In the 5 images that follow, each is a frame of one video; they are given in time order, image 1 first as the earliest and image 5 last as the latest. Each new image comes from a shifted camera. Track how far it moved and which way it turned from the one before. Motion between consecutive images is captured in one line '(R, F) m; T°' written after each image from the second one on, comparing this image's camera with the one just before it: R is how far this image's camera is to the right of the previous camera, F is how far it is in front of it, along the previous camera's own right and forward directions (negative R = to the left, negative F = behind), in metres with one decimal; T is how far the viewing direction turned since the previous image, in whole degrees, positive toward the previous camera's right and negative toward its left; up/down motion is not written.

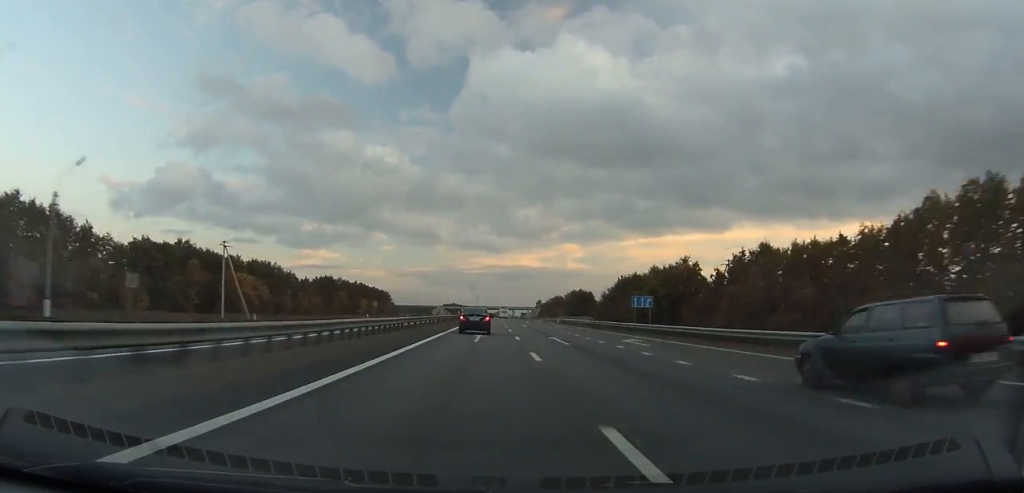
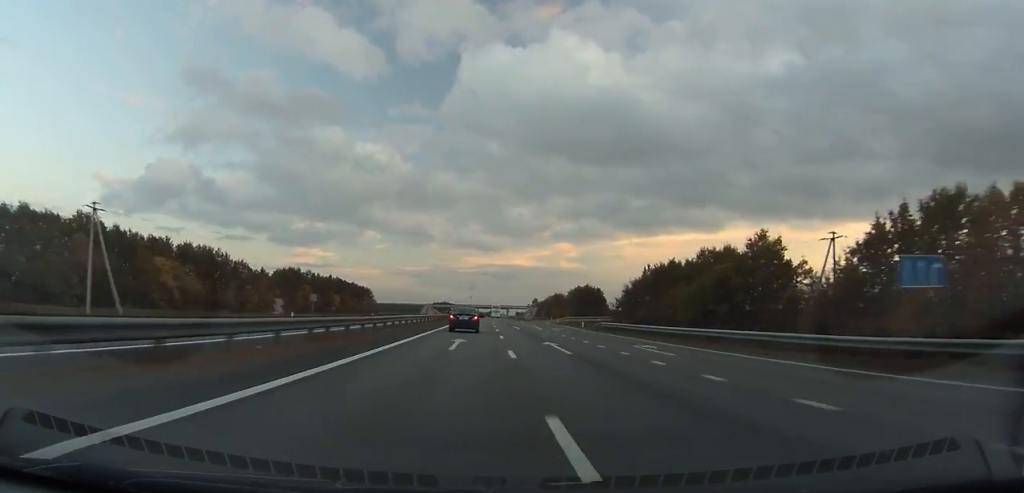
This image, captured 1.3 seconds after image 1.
(-0.1, +33.3) m; 0°
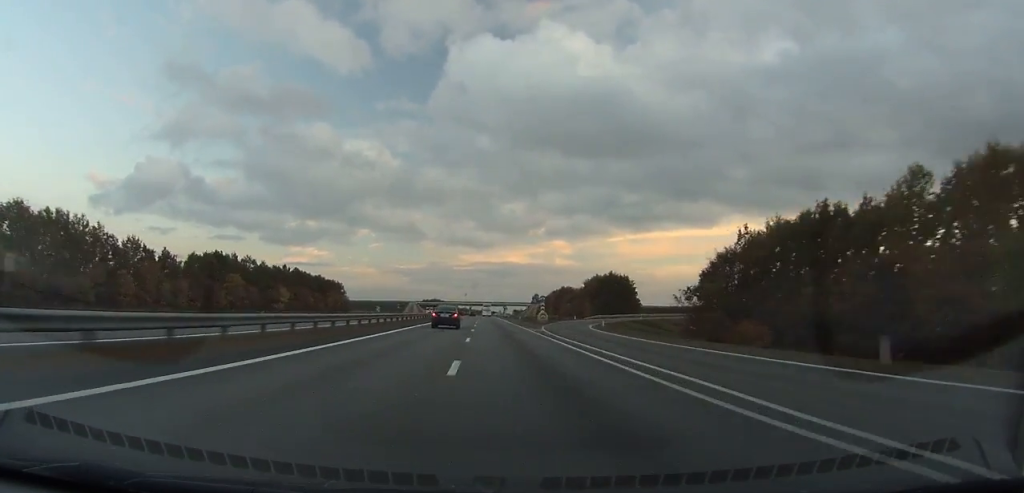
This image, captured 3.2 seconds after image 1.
(+0.7, +48.8) m; 0°
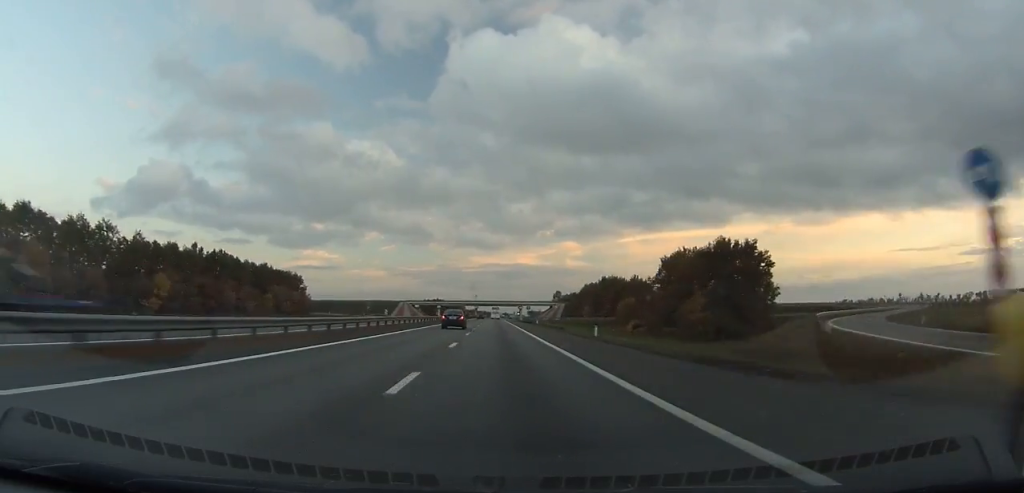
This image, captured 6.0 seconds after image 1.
(+0.1, +73.0) m; 0°
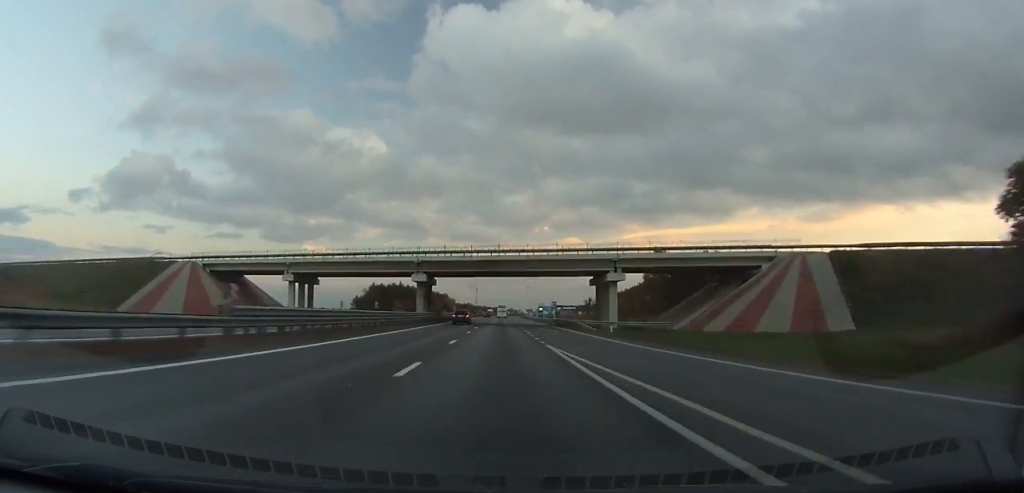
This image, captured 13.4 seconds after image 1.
(-0.6, +199.3) m; 0°
